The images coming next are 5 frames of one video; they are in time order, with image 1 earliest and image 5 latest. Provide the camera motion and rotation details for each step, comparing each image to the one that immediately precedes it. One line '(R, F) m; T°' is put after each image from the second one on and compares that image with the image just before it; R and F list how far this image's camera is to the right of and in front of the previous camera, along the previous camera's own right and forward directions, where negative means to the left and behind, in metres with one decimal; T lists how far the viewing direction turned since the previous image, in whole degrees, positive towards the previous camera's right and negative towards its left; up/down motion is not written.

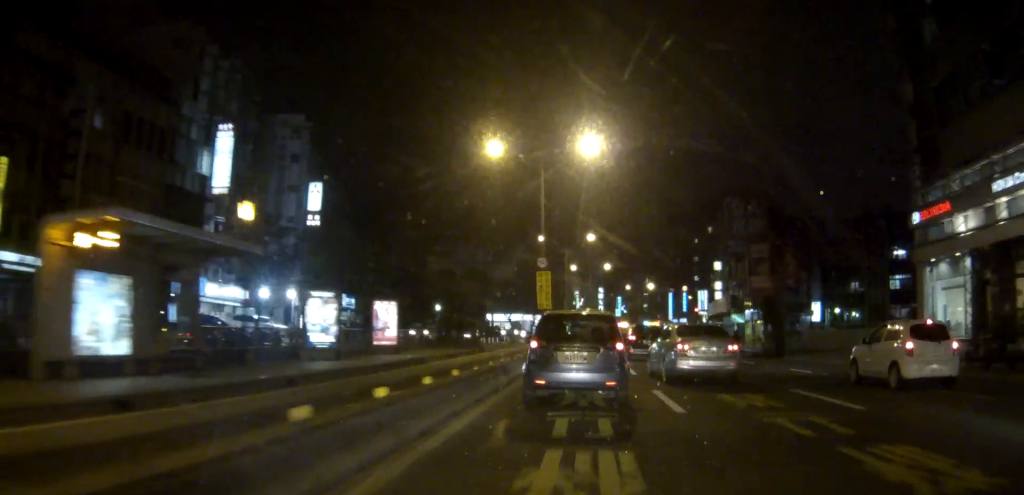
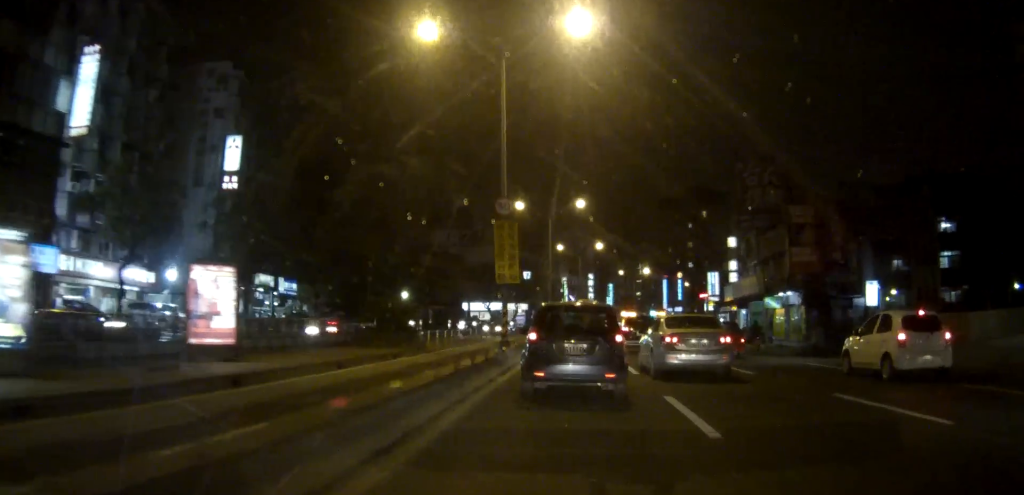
(-0.1, +14.0) m; -1°
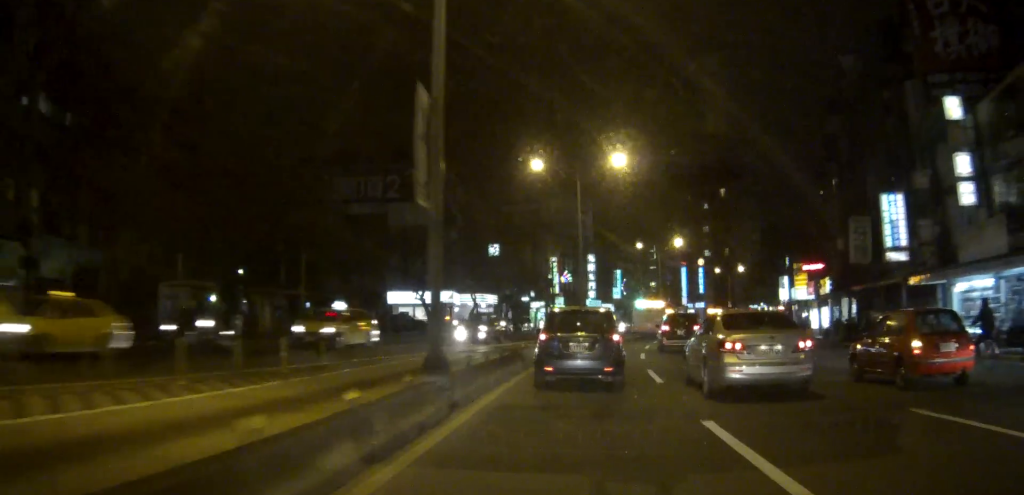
(+0.6, +45.4) m; +3°
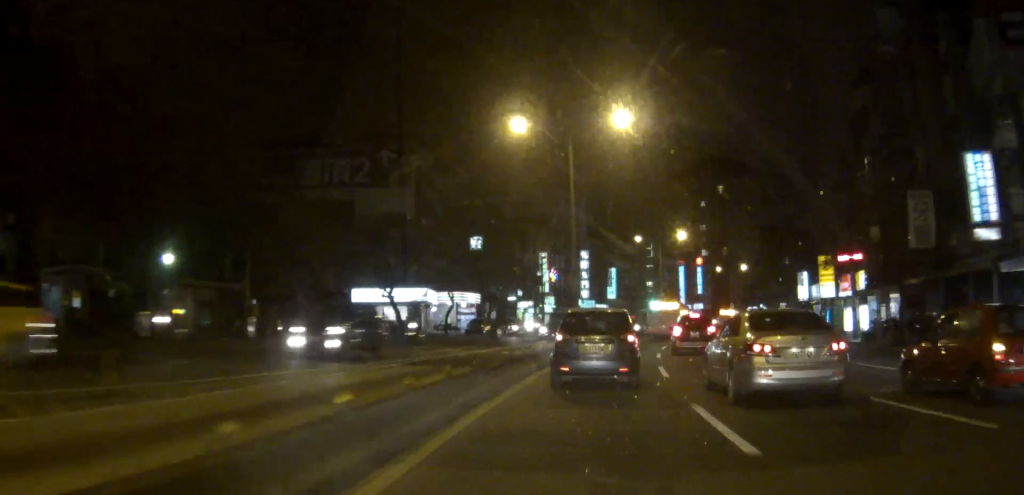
(+0.2, +8.4) m; +1°
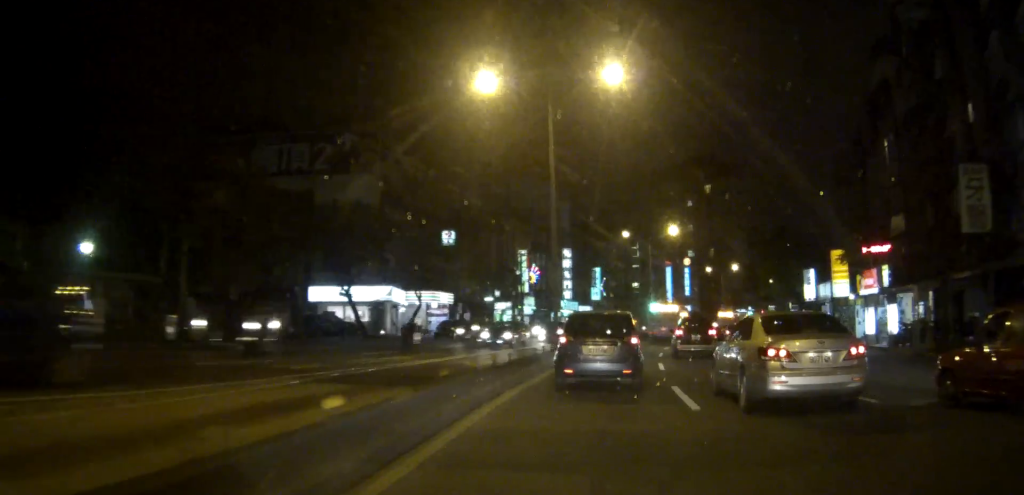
(+0.1, +6.1) m; 0°
